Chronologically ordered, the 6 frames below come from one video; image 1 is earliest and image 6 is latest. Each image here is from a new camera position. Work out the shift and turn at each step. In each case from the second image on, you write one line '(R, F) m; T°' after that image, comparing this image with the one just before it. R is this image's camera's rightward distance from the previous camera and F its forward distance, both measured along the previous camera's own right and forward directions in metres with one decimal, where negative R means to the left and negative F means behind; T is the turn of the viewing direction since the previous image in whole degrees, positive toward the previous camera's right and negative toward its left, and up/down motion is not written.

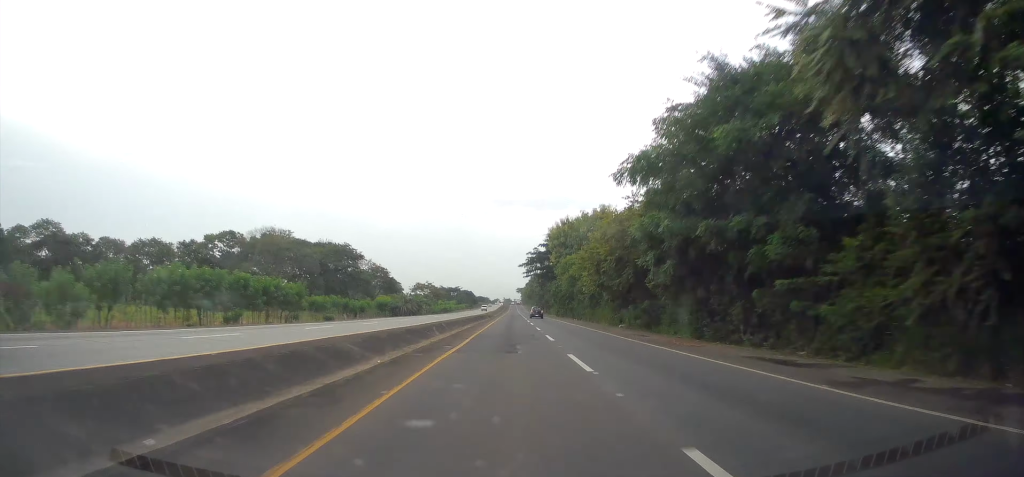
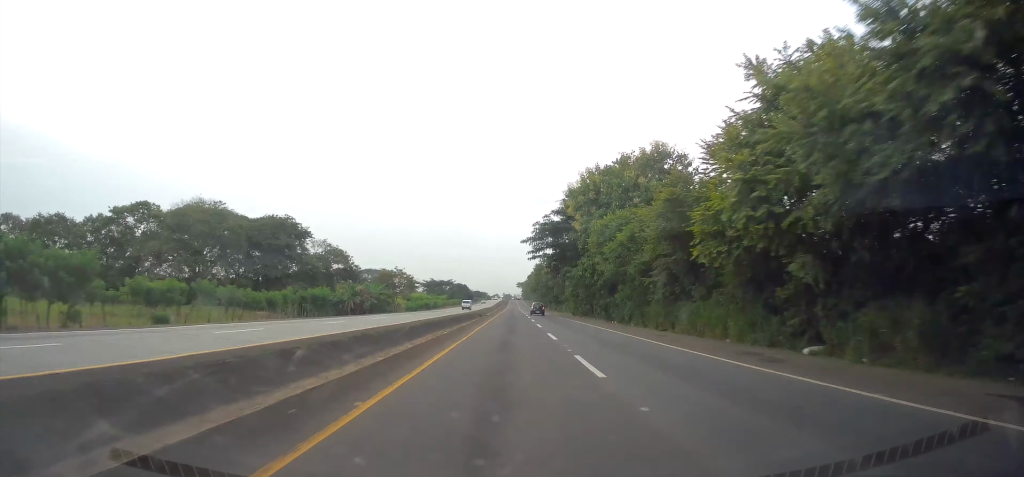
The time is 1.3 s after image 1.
(-0.4, +35.2) m; 0°
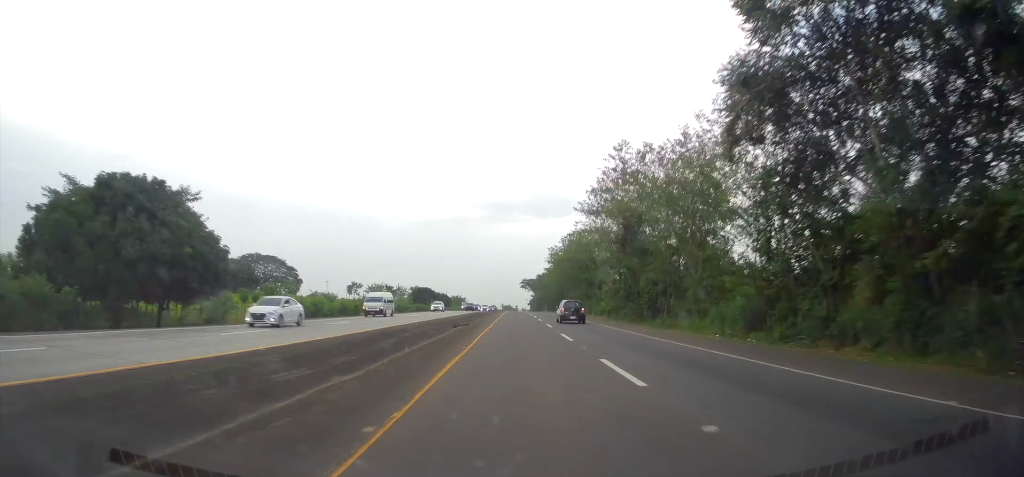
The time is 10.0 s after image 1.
(+2.9, +228.1) m; +1°
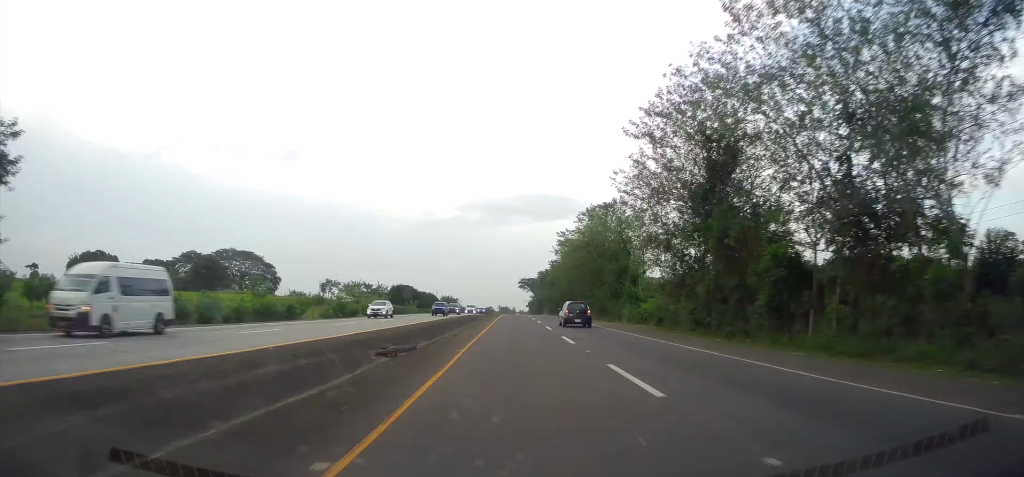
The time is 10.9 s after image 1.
(-0.1, +23.7) m; 0°
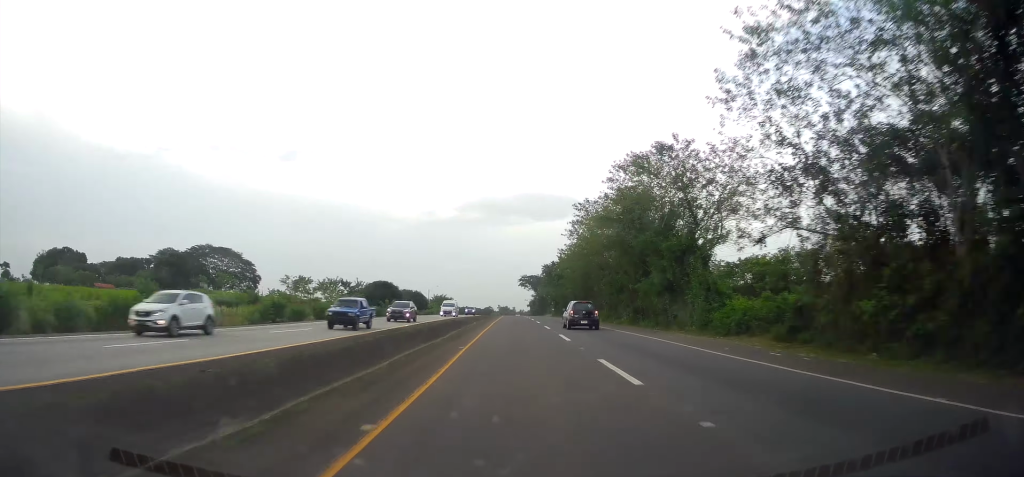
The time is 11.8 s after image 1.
(+0.1, +21.4) m; 0°
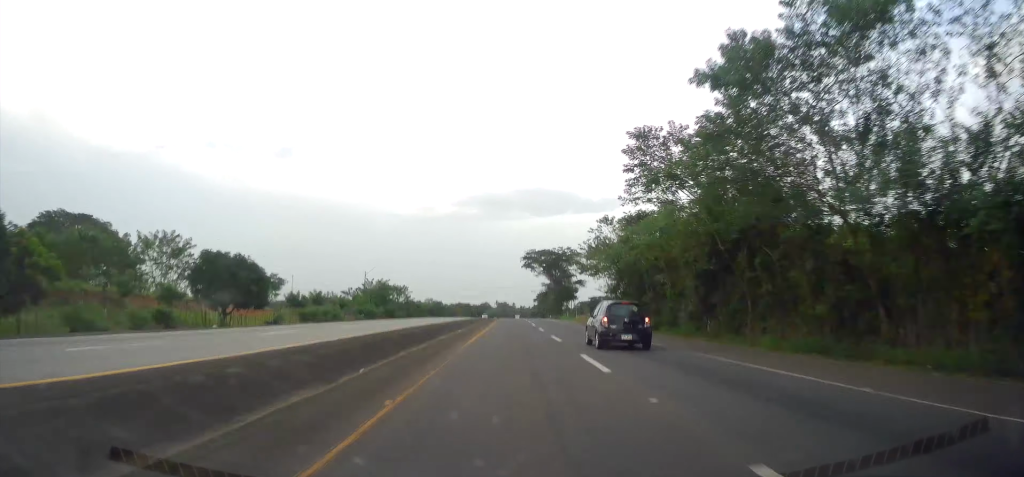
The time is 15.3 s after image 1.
(-0.2, +89.3) m; 0°
